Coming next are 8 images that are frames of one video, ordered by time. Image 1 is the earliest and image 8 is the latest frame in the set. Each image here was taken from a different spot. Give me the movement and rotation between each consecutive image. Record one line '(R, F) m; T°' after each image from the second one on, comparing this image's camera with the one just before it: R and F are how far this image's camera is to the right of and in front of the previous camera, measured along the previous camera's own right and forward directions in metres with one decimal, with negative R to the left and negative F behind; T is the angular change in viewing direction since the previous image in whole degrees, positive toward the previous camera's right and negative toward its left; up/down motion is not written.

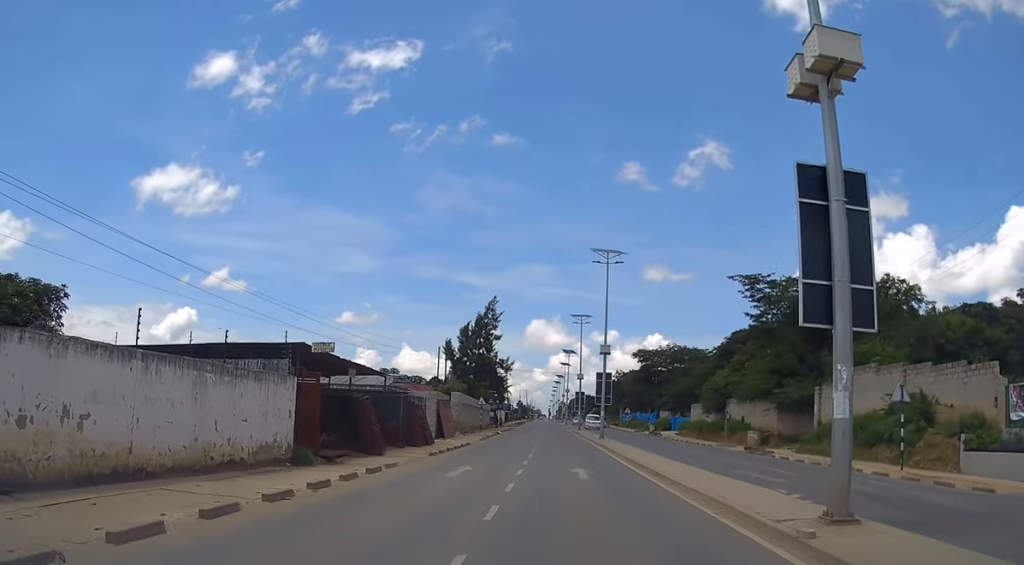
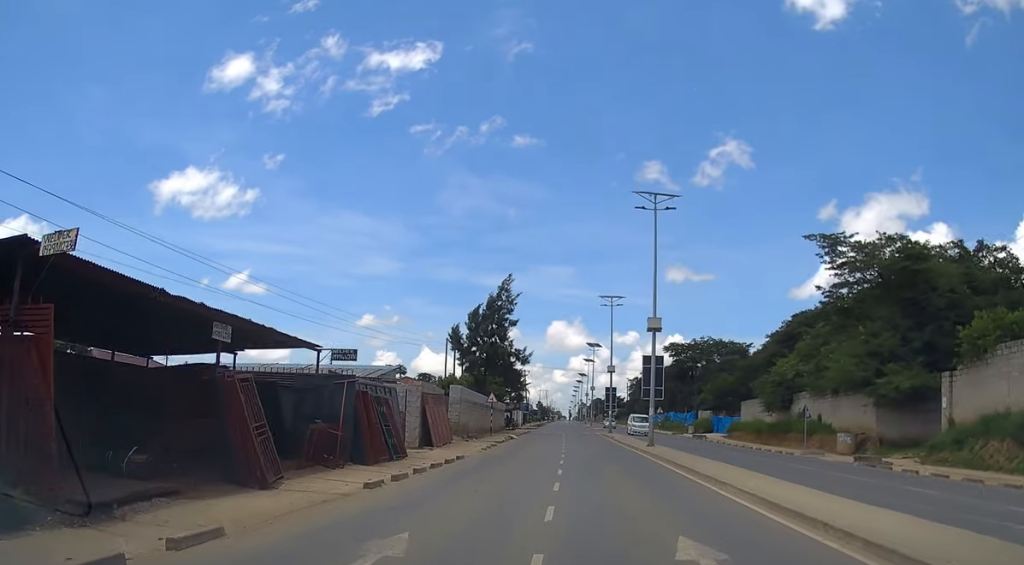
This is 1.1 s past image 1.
(-0.1, +12.2) m; 0°
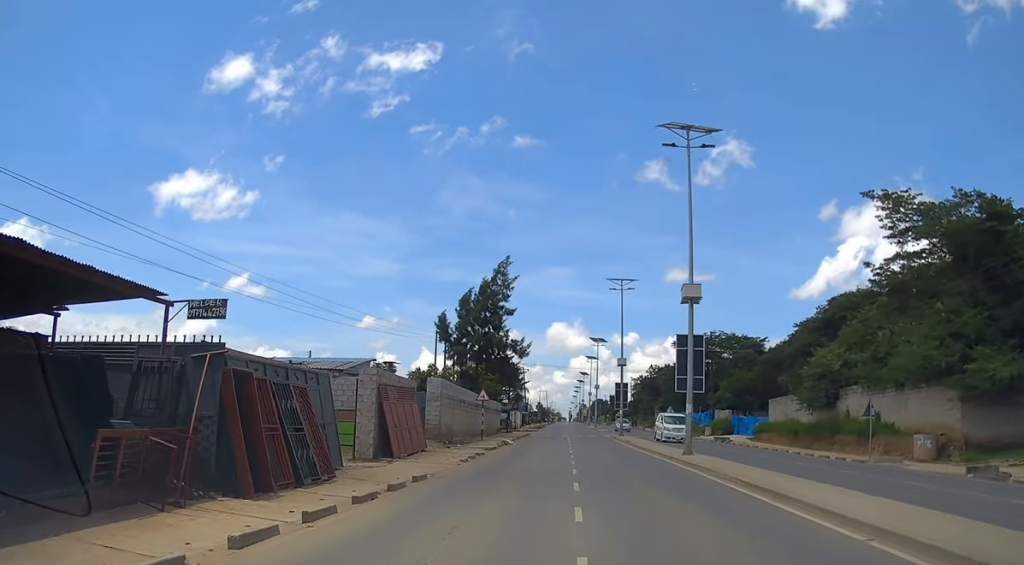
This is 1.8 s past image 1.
(0.0, +8.2) m; 0°
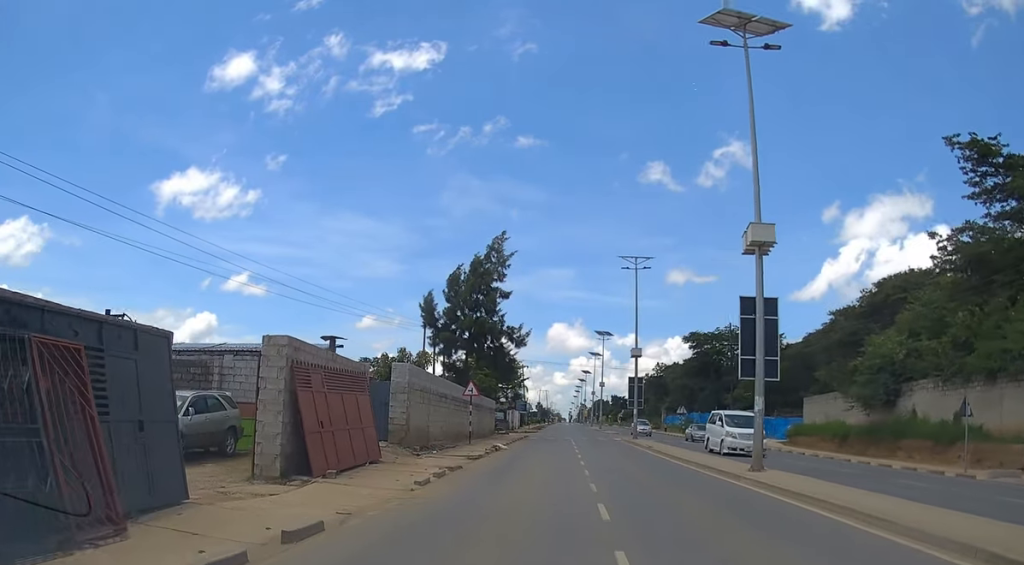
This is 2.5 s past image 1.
(-0.2, +7.9) m; 0°
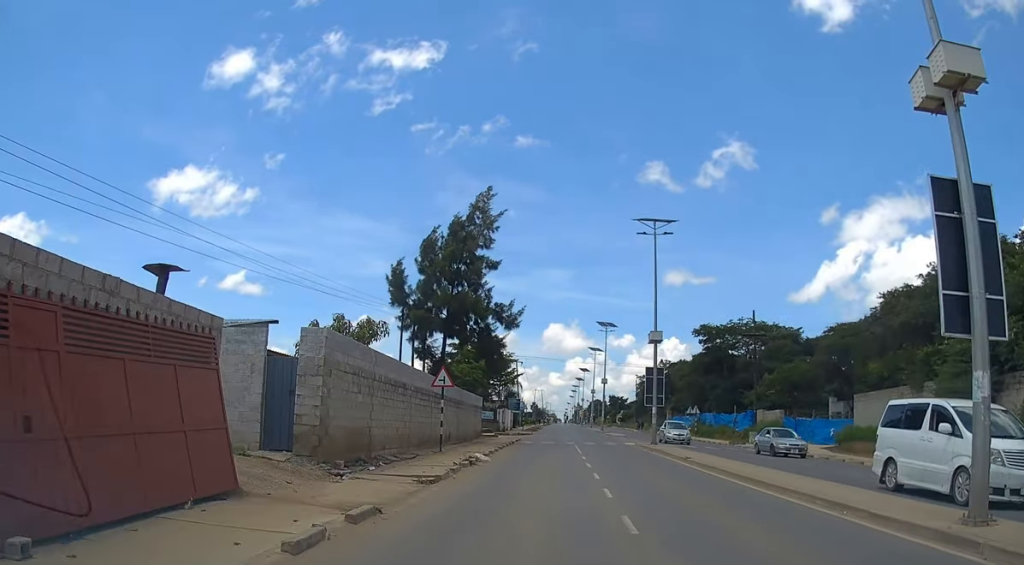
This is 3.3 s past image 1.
(+0.1, +9.3) m; +1°
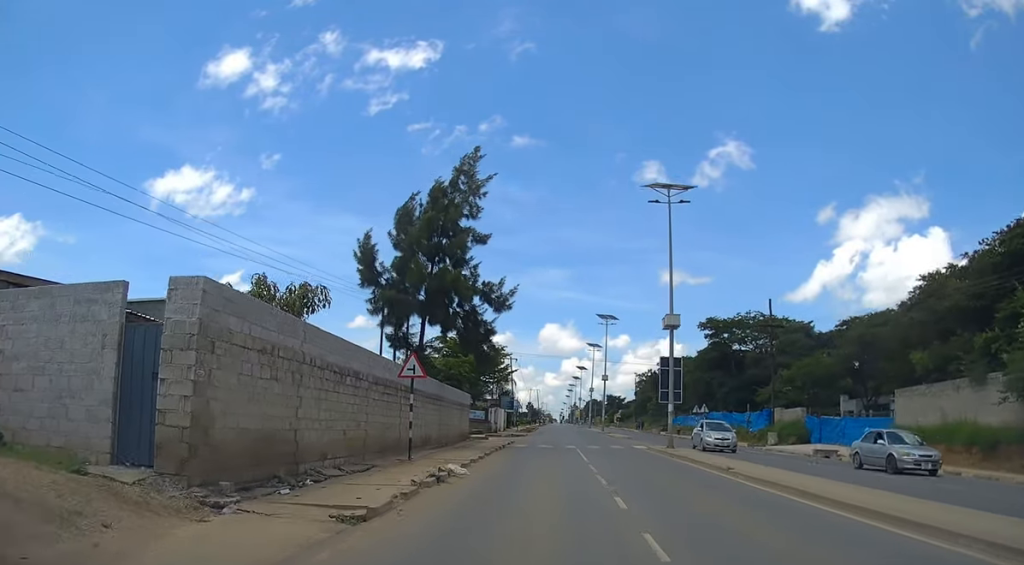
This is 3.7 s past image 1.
(0.0, +5.7) m; 0°
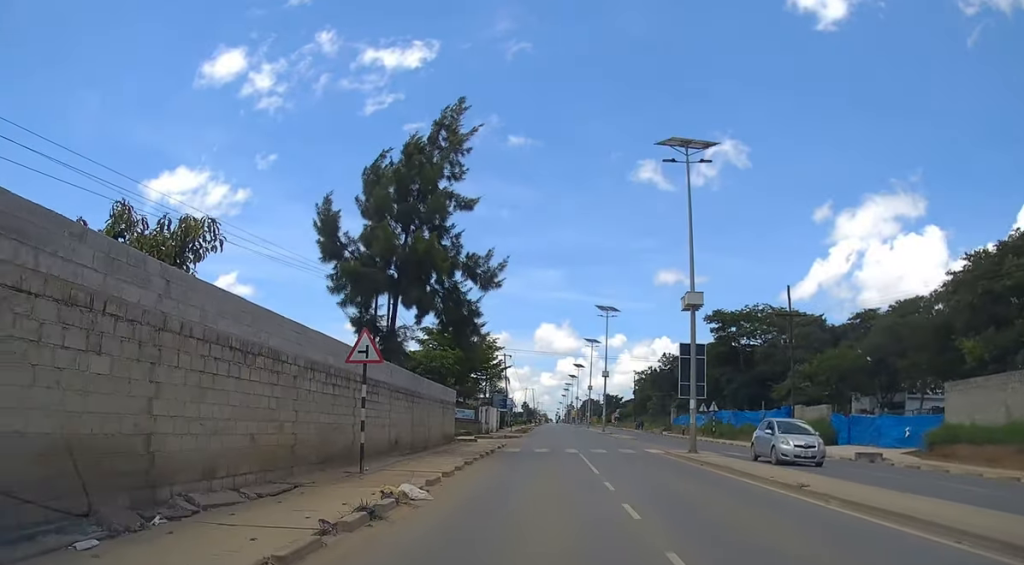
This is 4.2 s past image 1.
(0.0, +5.4) m; 0°
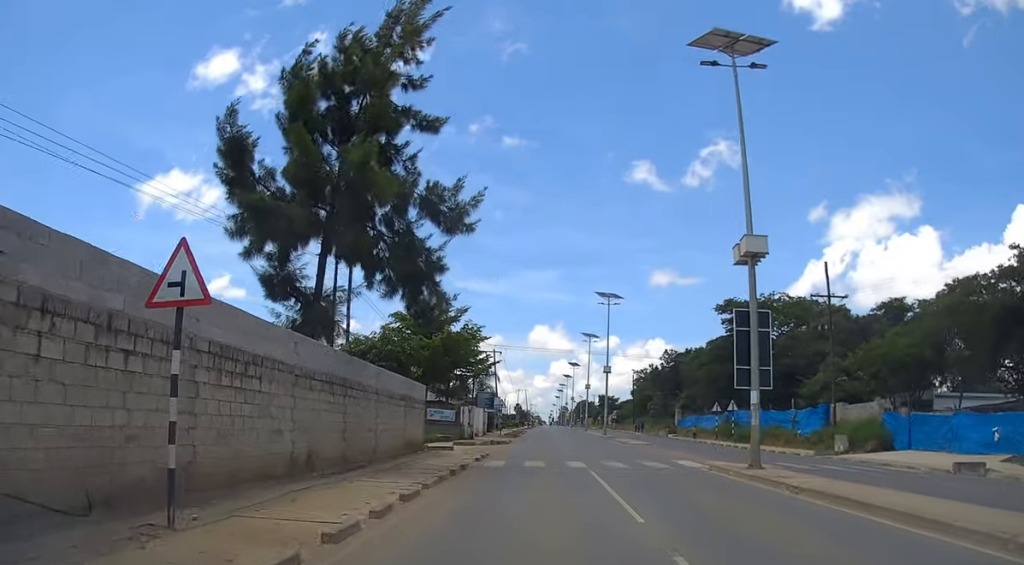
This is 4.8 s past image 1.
(0.0, +8.4) m; 0°
